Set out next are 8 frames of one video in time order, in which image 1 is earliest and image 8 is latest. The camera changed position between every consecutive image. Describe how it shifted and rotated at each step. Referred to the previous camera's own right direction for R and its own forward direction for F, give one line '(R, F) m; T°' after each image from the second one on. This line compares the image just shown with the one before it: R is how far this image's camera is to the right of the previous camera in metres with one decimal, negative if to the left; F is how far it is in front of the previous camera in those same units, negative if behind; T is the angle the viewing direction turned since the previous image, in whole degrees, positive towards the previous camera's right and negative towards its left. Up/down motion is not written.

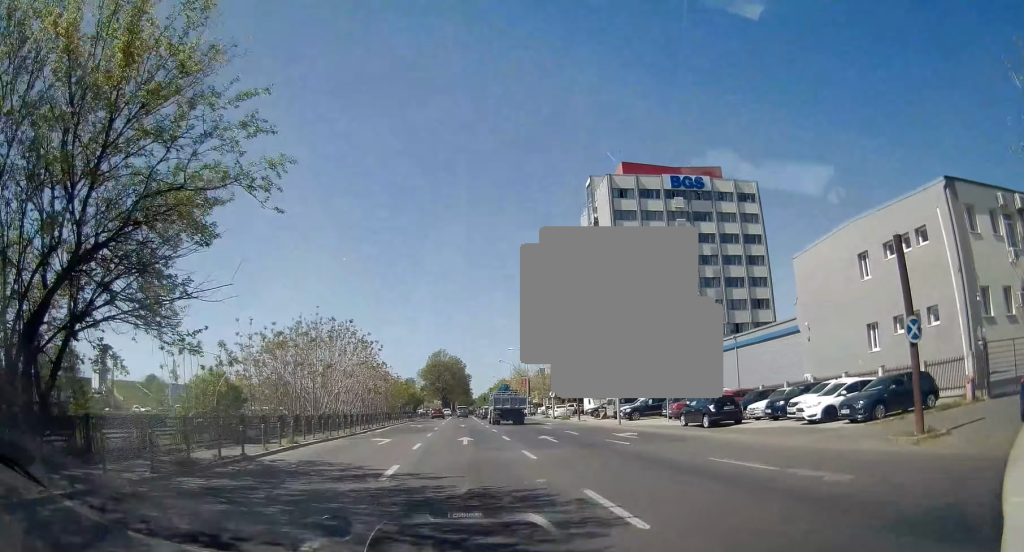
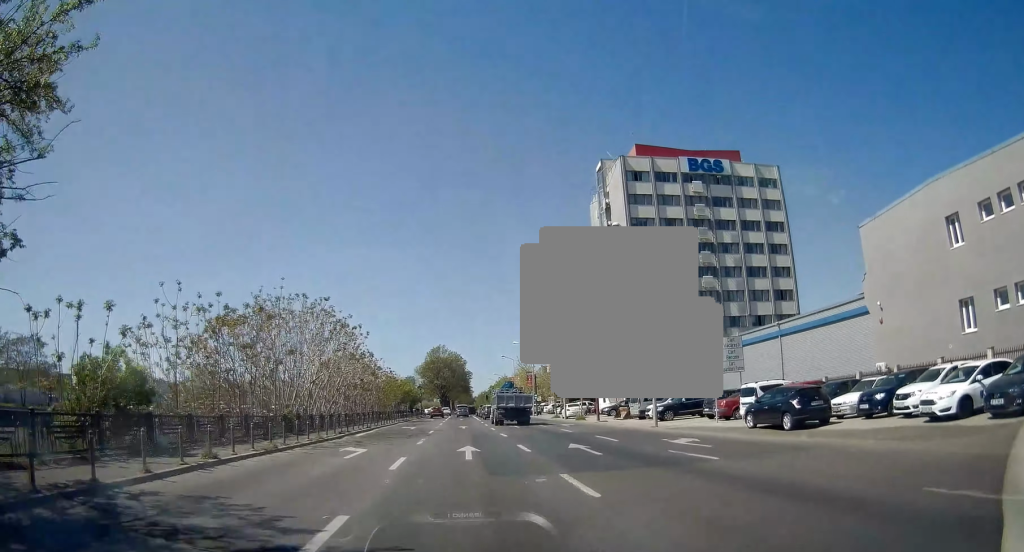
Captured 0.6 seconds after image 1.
(+0.2, +7.2) m; 0°
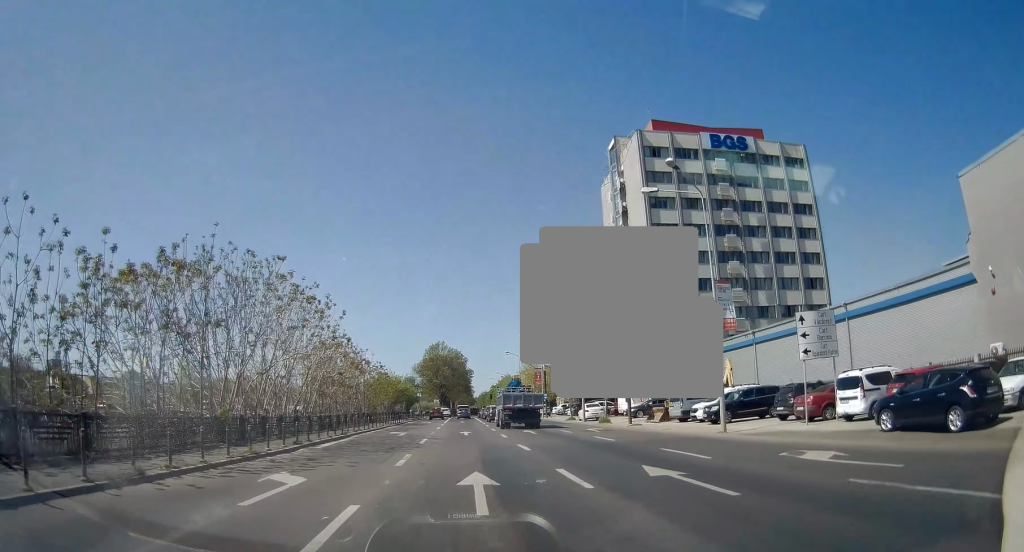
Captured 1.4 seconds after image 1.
(-0.1, +8.2) m; -1°
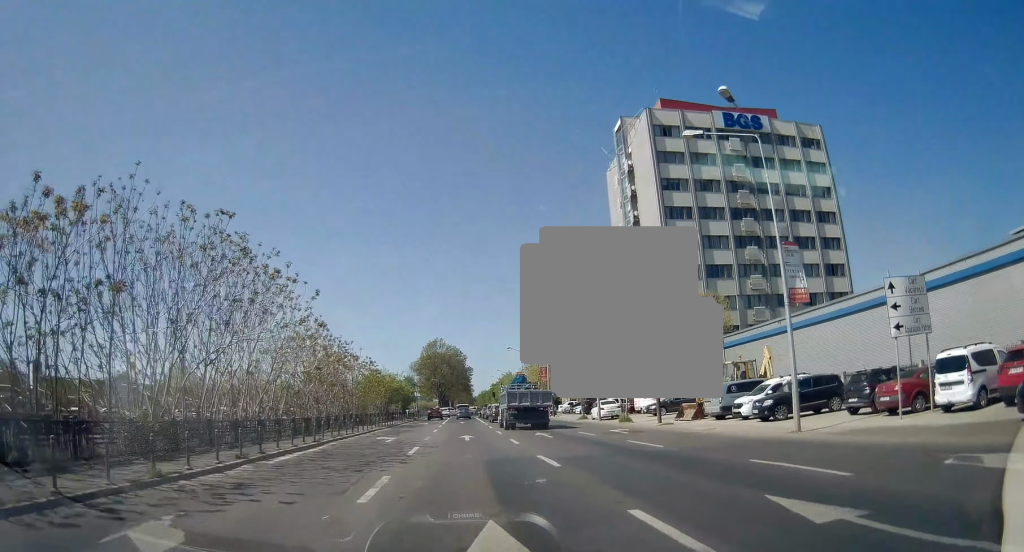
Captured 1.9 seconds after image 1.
(-0.1, +5.6) m; -1°
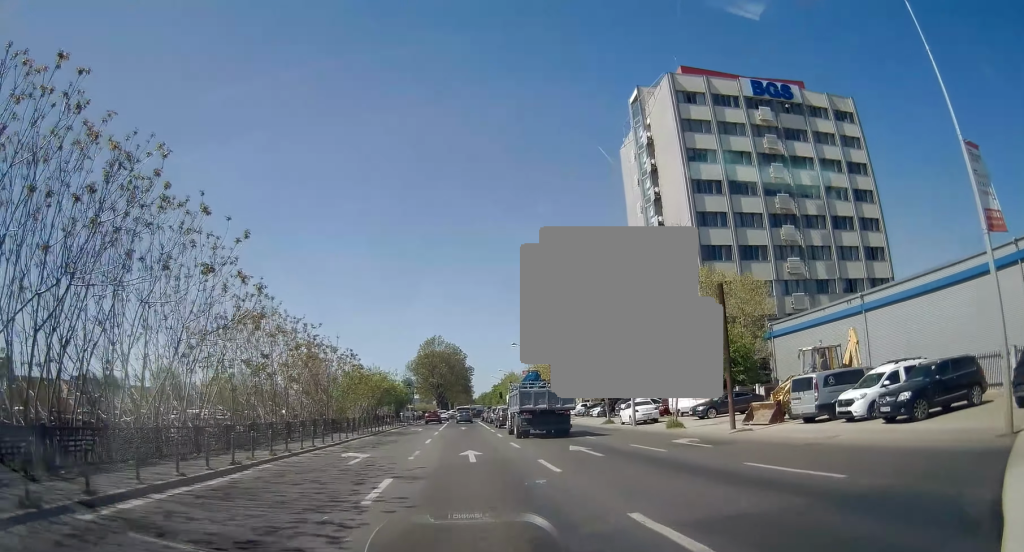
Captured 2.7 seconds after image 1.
(0.0, +8.9) m; -2°
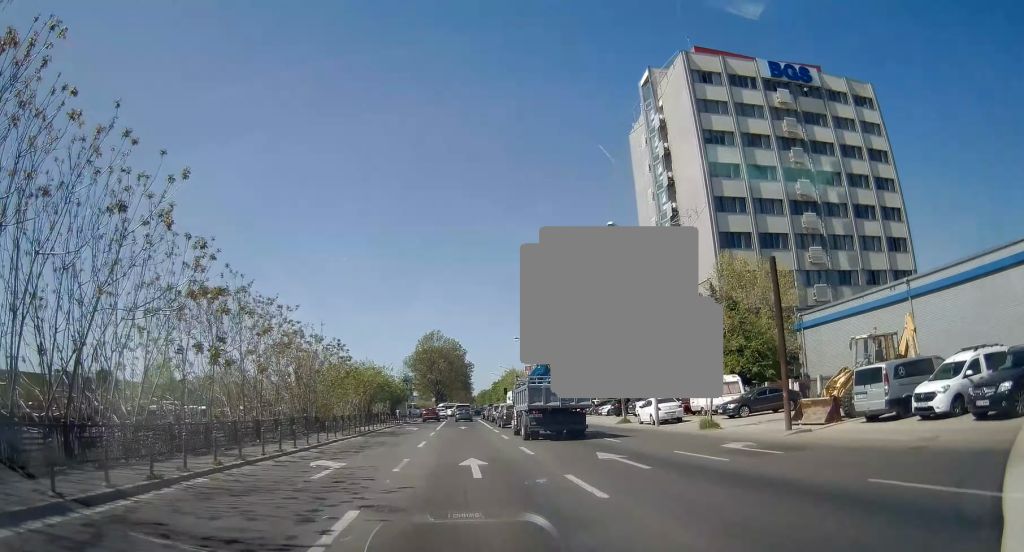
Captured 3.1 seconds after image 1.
(0.0, +4.3) m; 0°
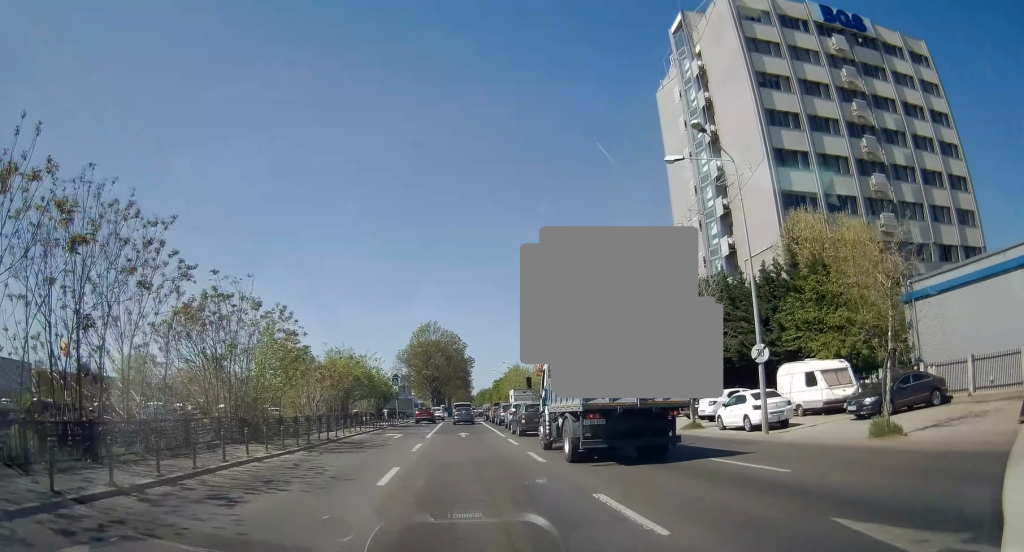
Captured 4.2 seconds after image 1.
(-0.1, +11.8) m; +1°
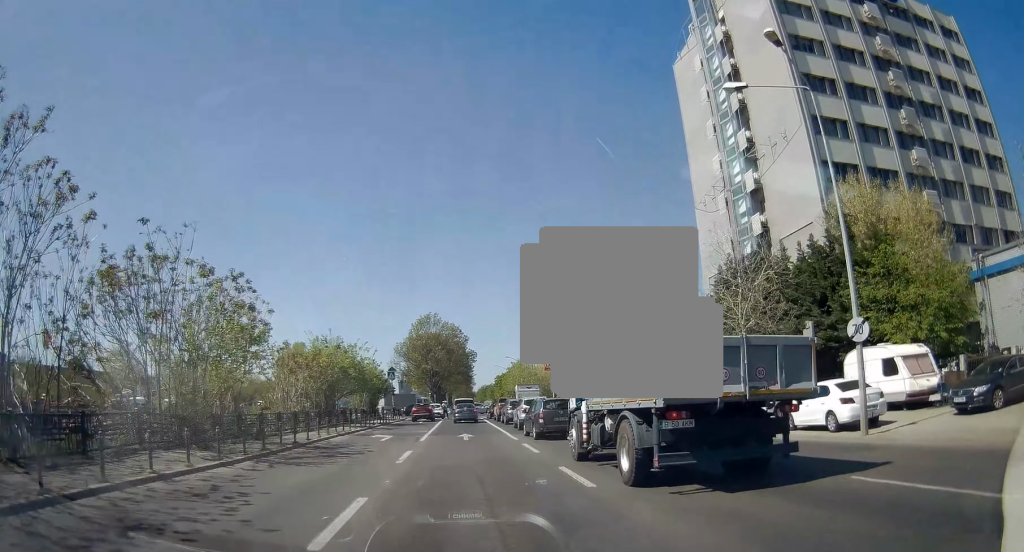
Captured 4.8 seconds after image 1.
(+0.3, +5.7) m; +1°
